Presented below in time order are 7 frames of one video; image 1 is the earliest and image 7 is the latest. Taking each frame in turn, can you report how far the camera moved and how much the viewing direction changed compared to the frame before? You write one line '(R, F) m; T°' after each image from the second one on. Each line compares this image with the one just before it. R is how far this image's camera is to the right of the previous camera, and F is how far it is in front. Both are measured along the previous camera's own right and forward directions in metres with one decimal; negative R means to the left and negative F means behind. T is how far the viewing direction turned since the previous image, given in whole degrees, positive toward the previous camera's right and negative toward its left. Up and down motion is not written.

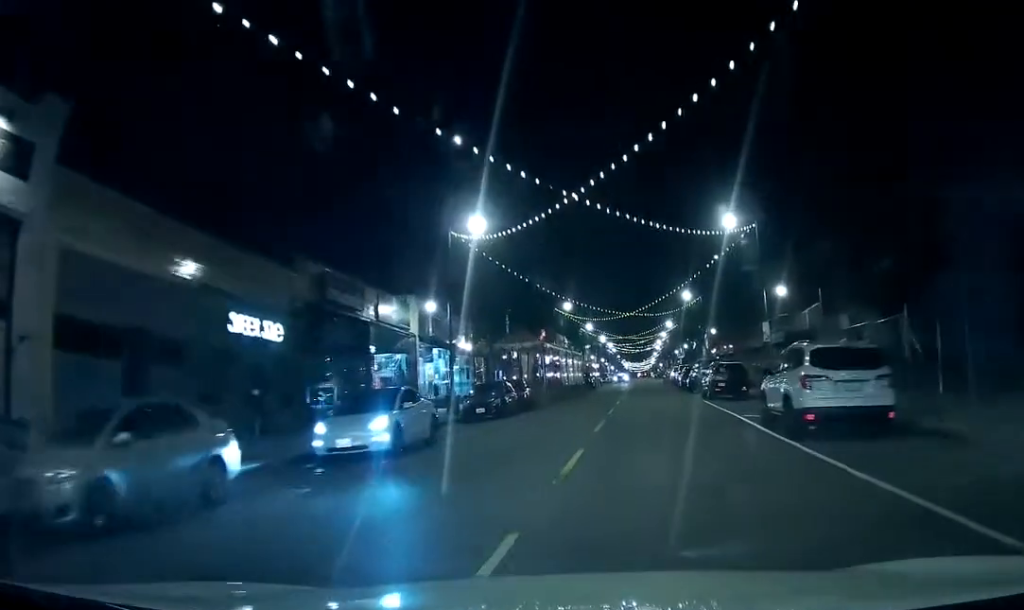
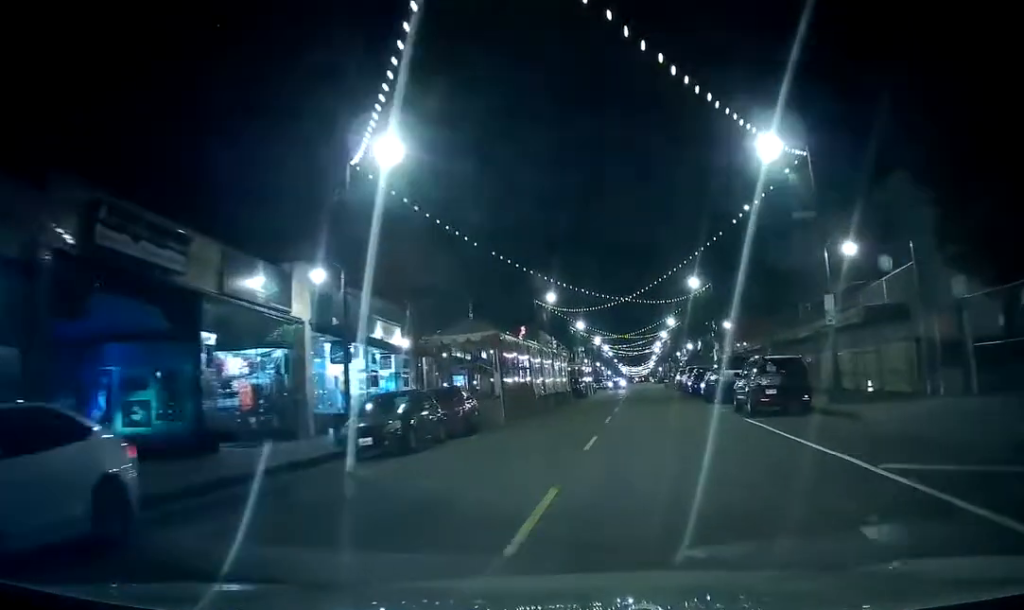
(-0.4, +12.4) m; -3°
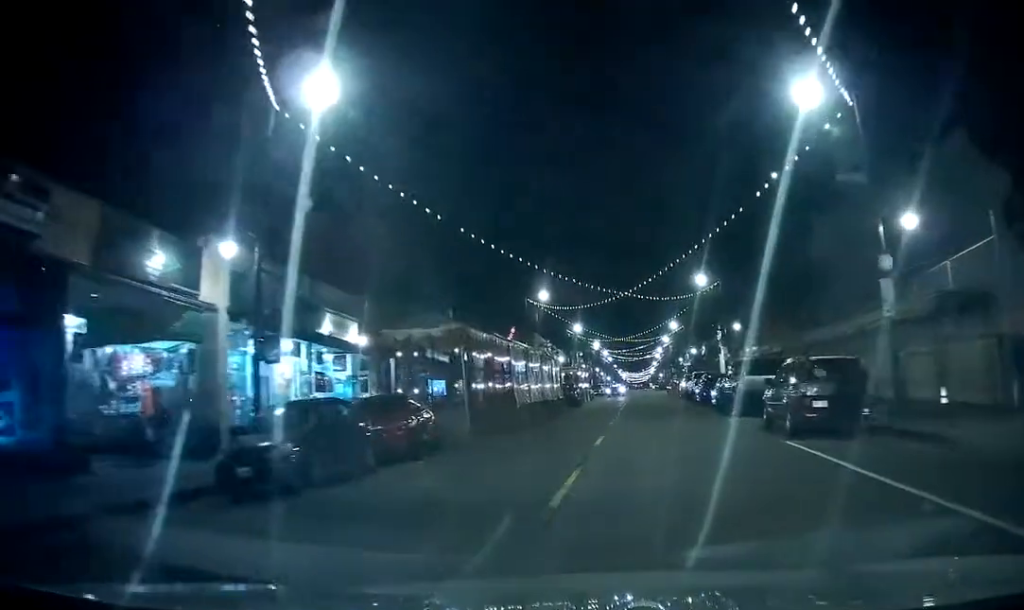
(0.0, +5.3) m; -1°
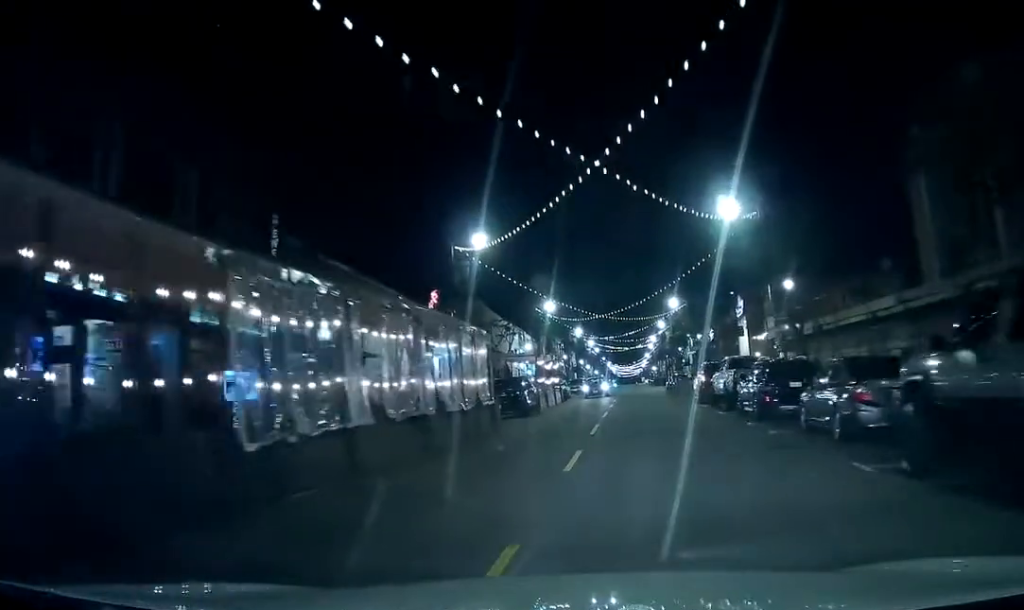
(-0.8, +21.2) m; -5°
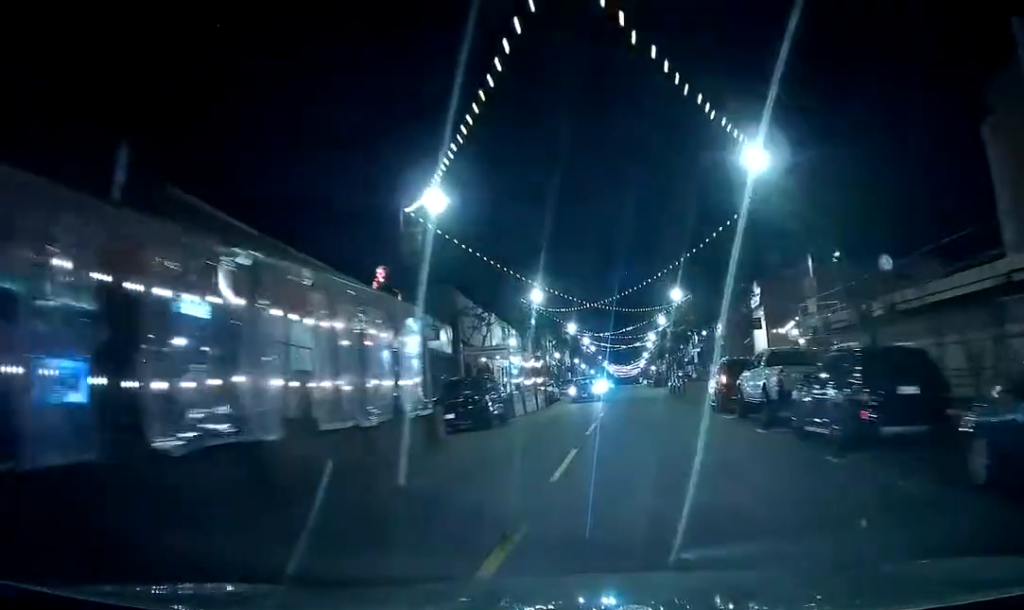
(-0.2, +8.2) m; -1°
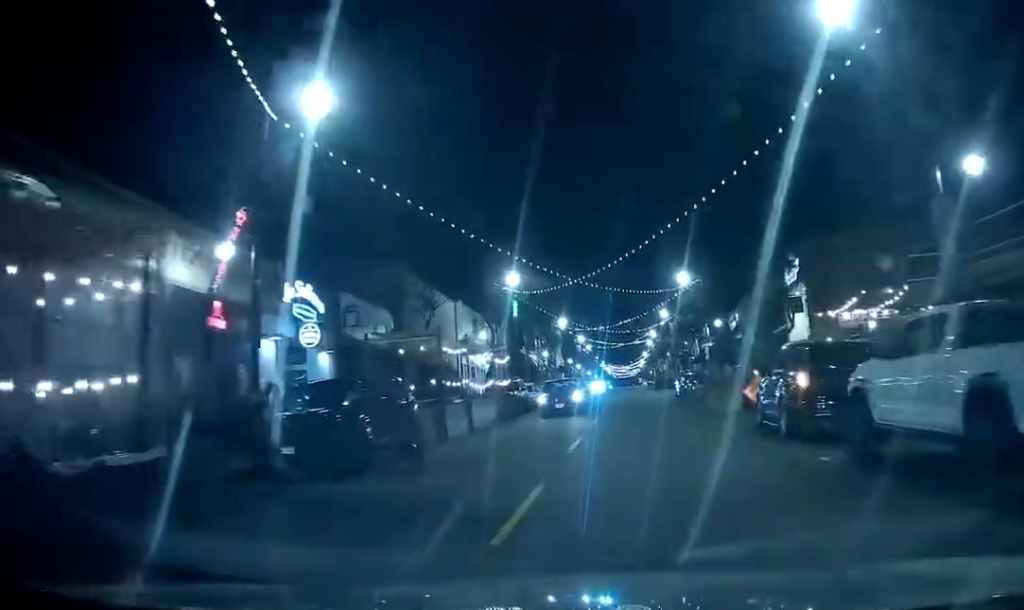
(+0.1, +11.3) m; +2°
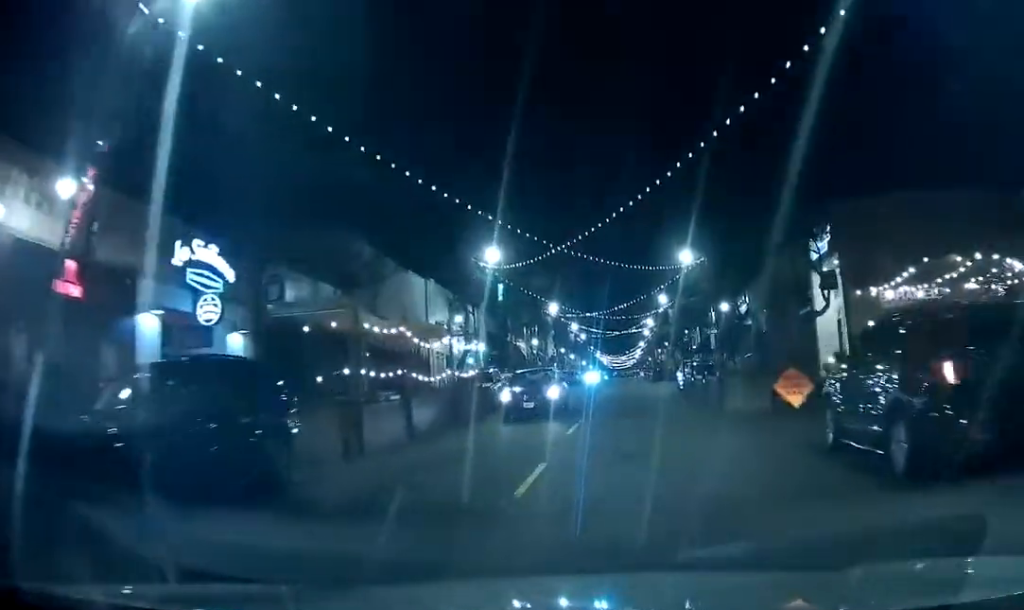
(+0.2, +6.3) m; +1°
